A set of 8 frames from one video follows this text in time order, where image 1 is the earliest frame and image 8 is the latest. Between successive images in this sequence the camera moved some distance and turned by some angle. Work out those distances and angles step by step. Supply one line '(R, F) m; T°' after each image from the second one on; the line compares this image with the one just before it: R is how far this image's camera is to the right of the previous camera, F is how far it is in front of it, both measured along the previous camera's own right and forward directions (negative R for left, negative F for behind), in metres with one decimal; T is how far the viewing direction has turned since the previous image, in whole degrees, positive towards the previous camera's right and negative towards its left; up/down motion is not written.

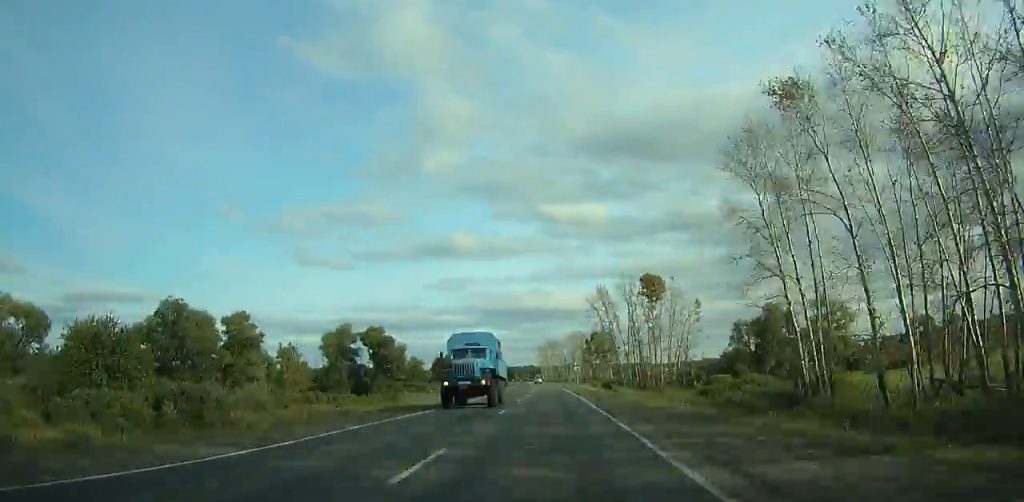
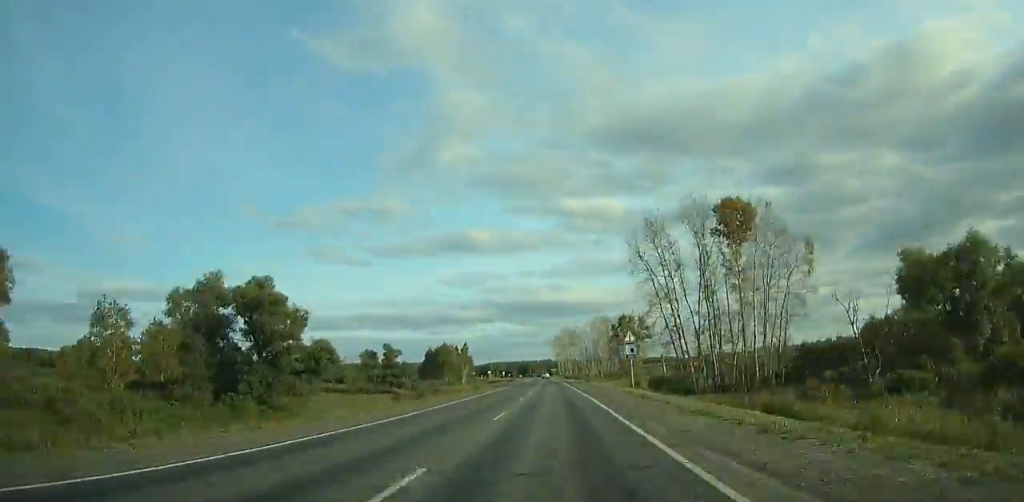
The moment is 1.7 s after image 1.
(-0.1, +51.0) m; -1°
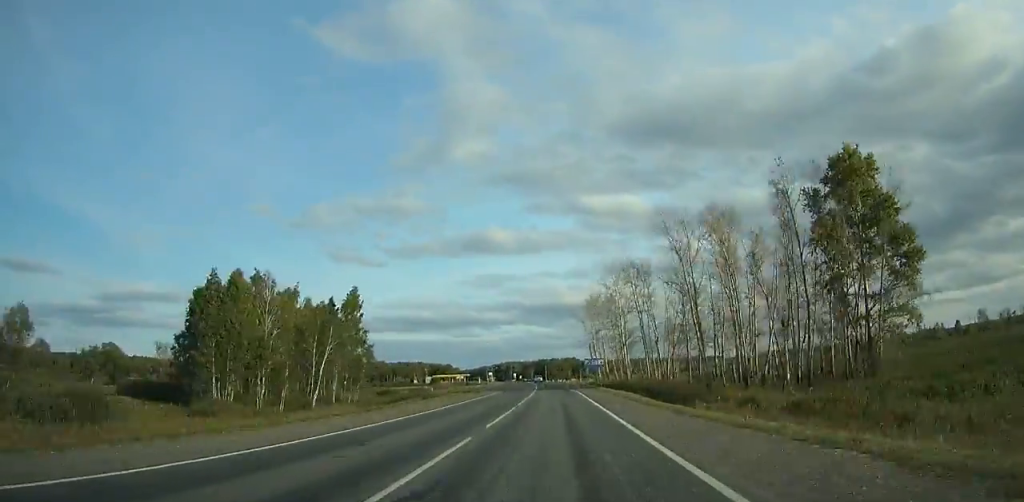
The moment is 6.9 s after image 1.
(-4.9, +155.1) m; -3°
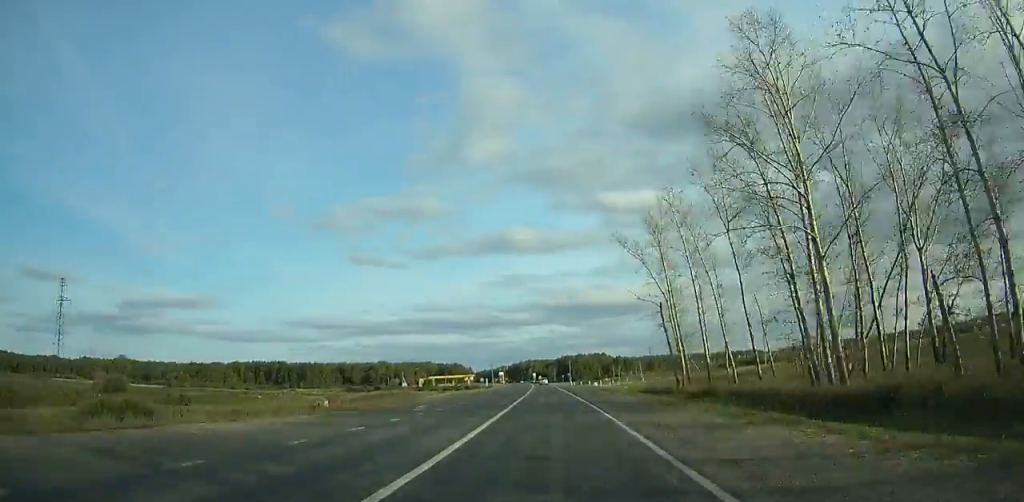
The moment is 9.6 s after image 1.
(-1.0, +79.6) m; -2°
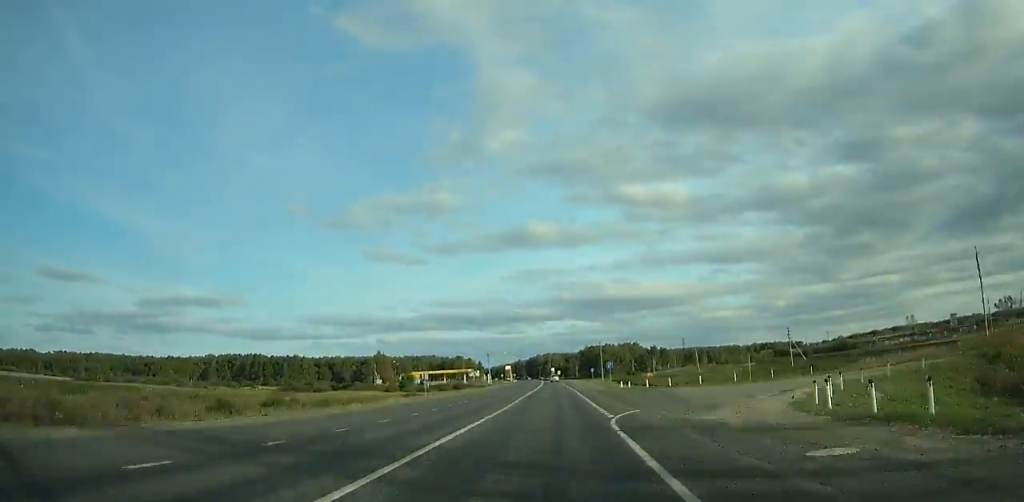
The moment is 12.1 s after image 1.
(-1.3, +73.0) m; -2°
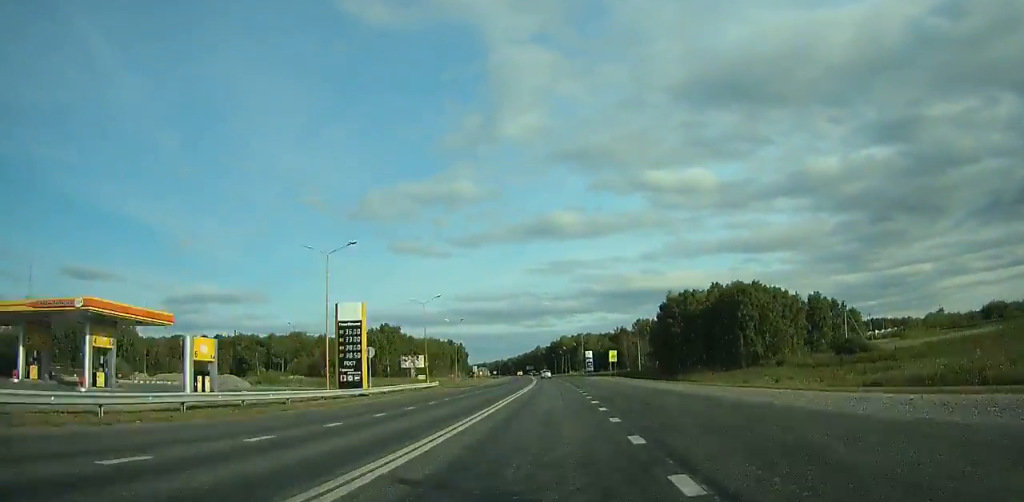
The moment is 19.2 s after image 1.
(-6.5, +202.9) m; -4°
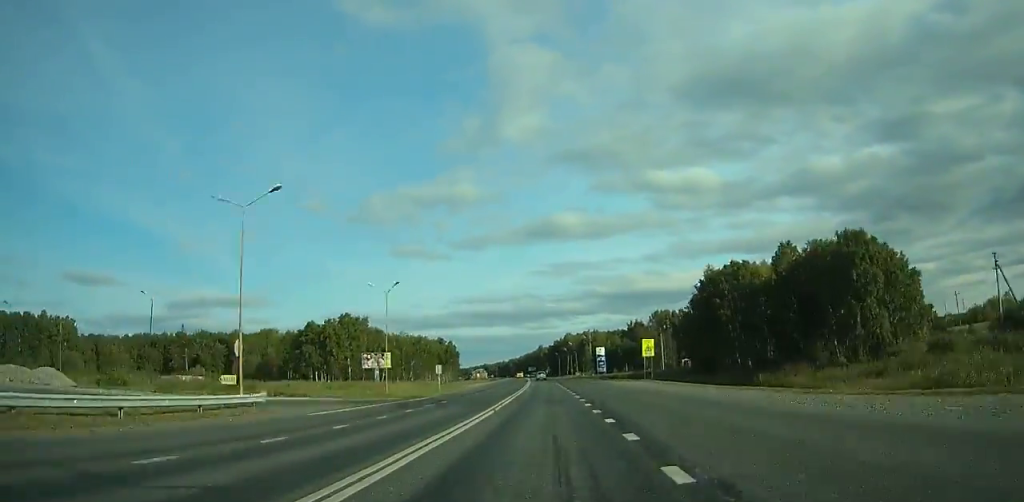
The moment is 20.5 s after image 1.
(-0.8, +36.6) m; -1°
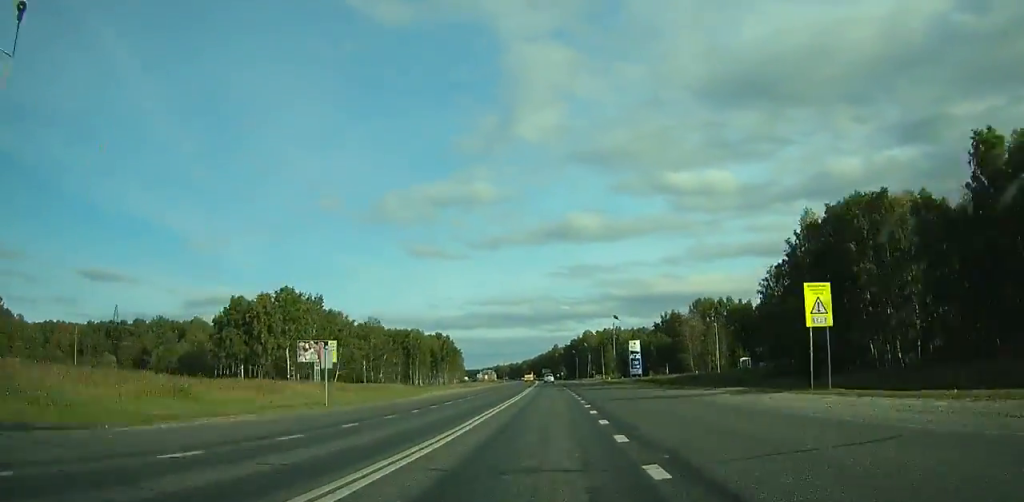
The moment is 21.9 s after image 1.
(-0.8, +39.5) m; -1°
